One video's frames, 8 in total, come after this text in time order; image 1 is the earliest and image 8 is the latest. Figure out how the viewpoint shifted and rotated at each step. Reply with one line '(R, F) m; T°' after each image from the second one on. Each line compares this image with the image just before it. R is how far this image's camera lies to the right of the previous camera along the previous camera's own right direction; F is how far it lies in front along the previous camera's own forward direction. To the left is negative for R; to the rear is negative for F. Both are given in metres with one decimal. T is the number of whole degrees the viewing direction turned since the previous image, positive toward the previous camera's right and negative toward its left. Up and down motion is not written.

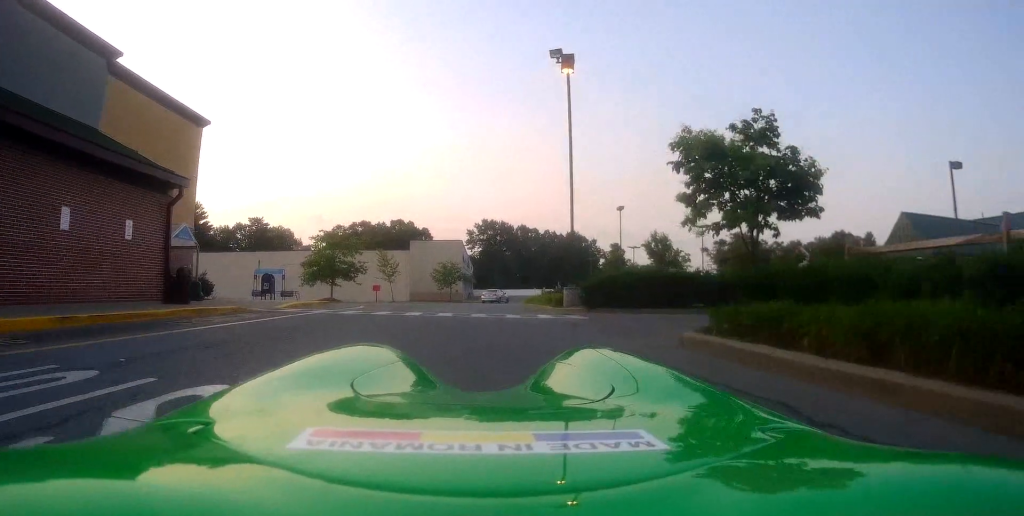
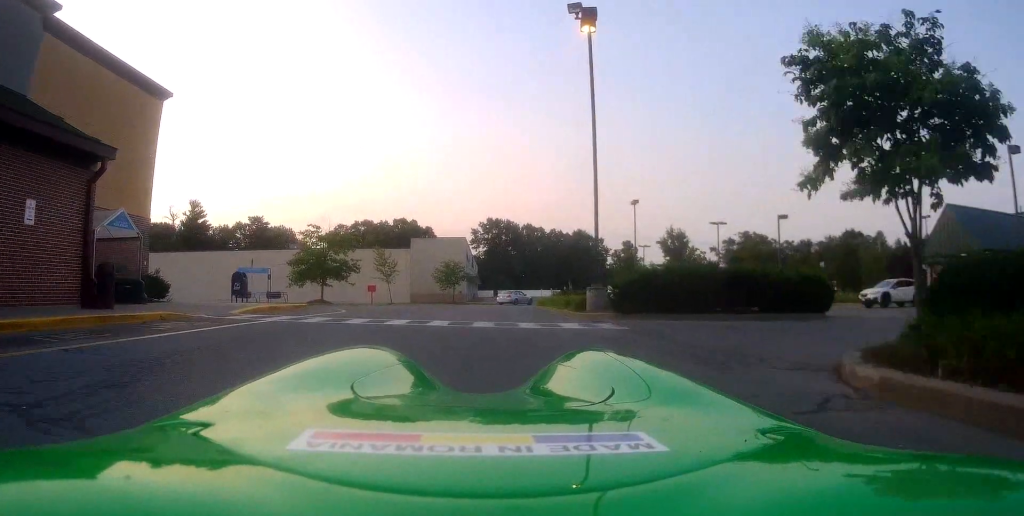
(0.0, +4.0) m; 0°
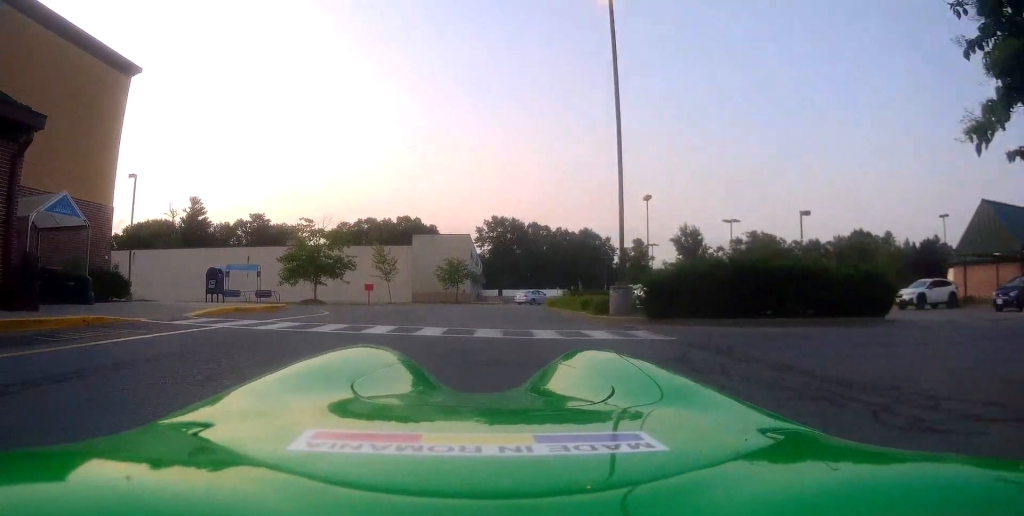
(0.0, +2.8) m; 0°
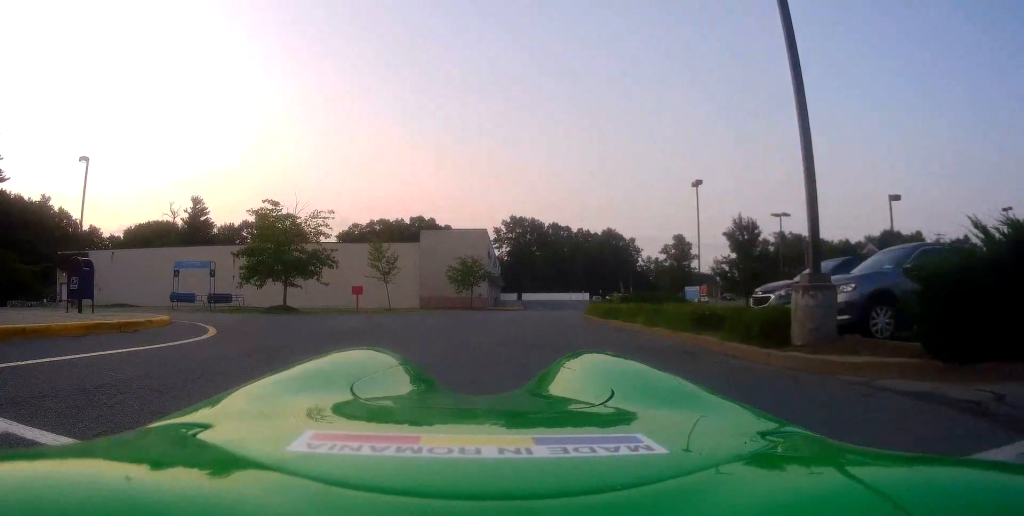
(+0.2, +9.2) m; +3°
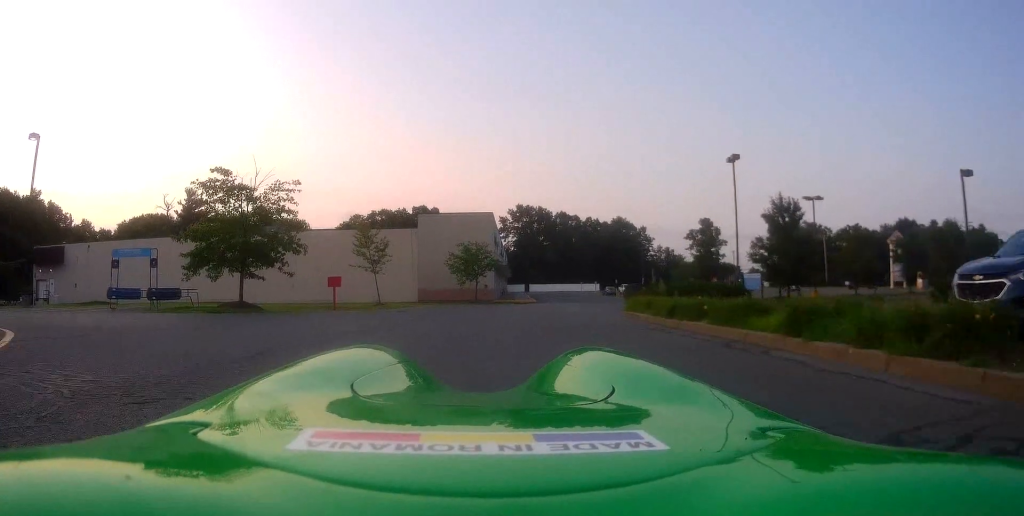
(+0.1, +6.3) m; -1°
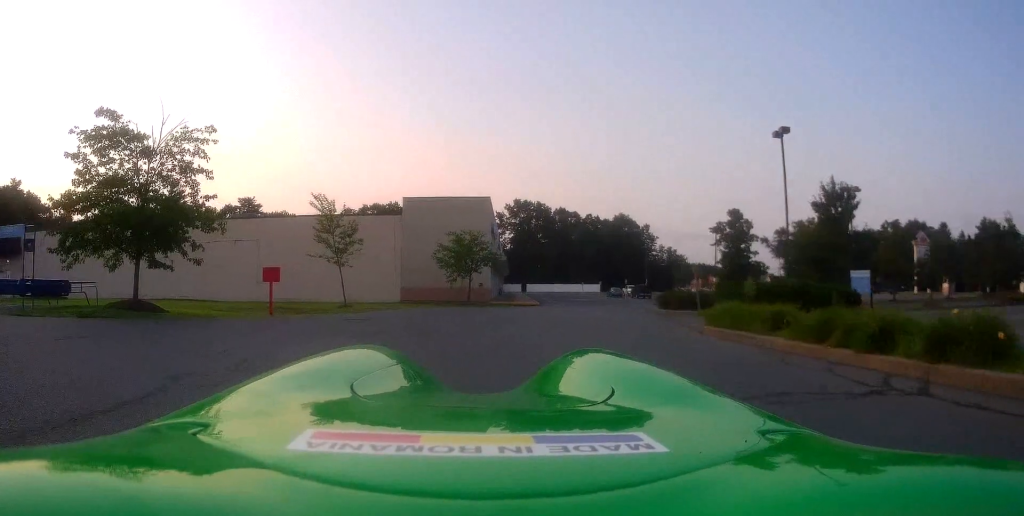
(-0.2, +7.4) m; +1°
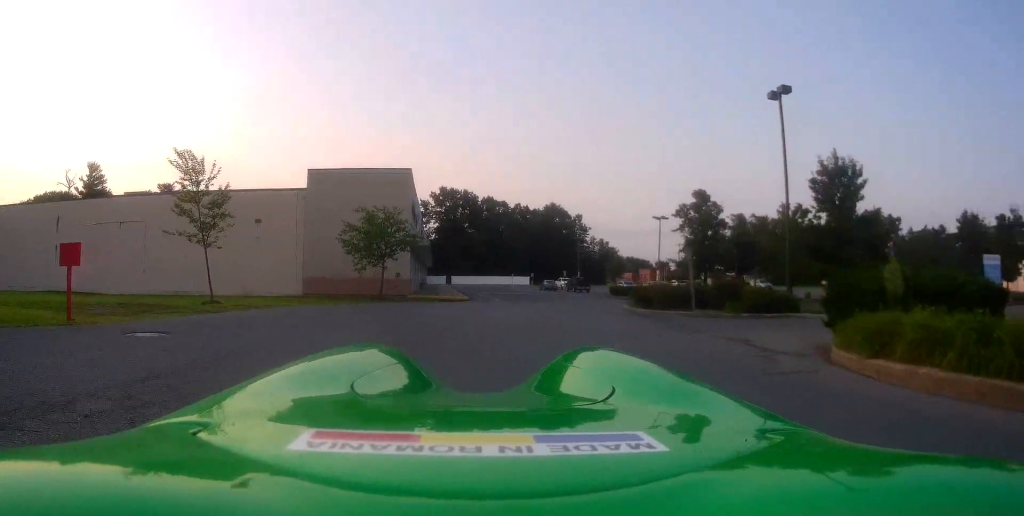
(+0.3, +7.2) m; +4°
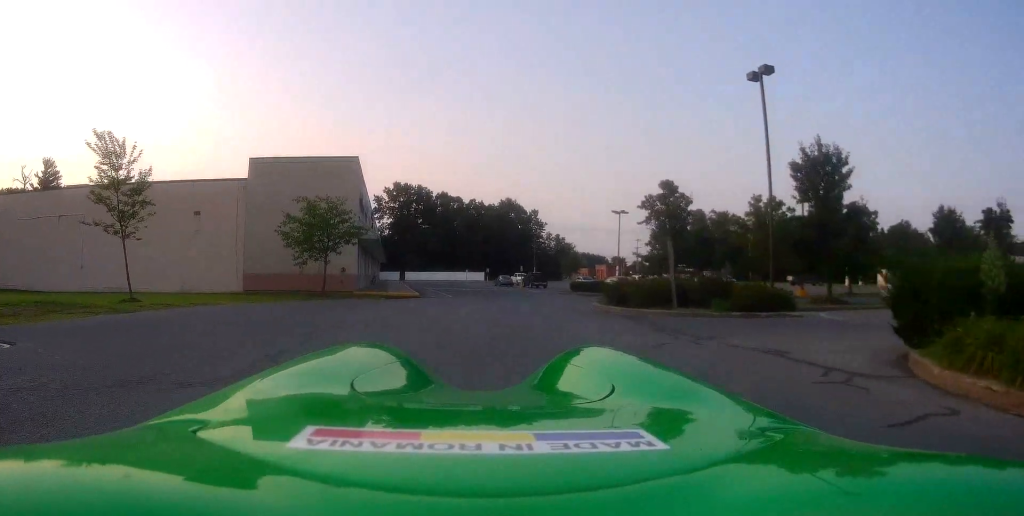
(0.0, +2.7) m; +3°
